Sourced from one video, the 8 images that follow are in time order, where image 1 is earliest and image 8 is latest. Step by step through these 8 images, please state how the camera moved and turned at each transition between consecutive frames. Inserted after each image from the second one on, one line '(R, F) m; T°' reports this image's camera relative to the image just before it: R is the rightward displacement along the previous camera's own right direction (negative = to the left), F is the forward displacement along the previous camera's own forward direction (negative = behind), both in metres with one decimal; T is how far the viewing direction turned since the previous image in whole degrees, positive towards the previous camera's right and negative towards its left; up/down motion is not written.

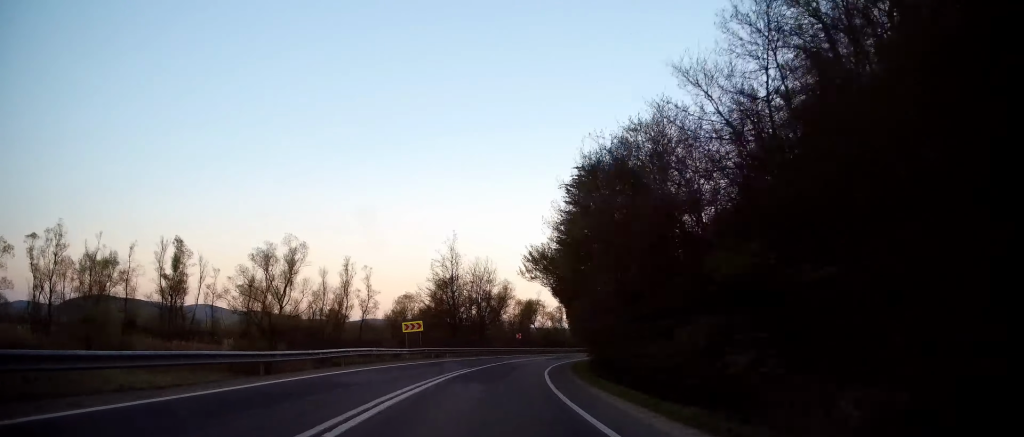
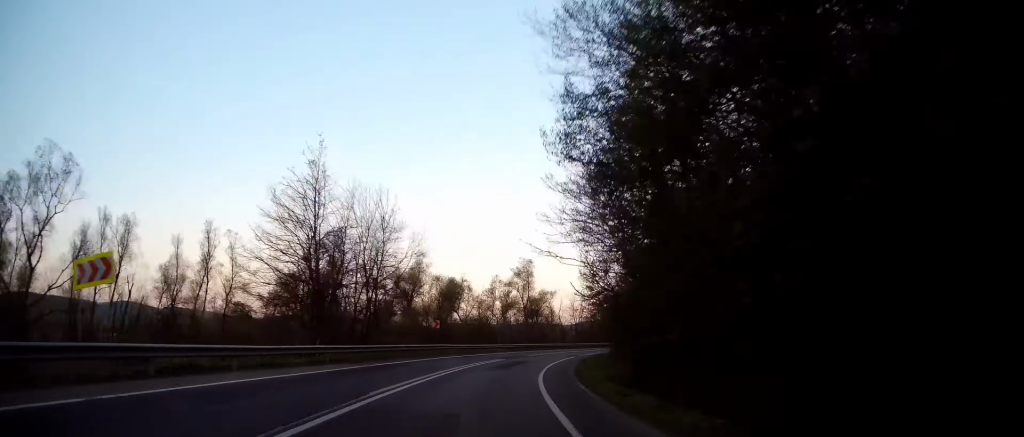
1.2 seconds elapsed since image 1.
(+1.7, +29.4) m; +7°
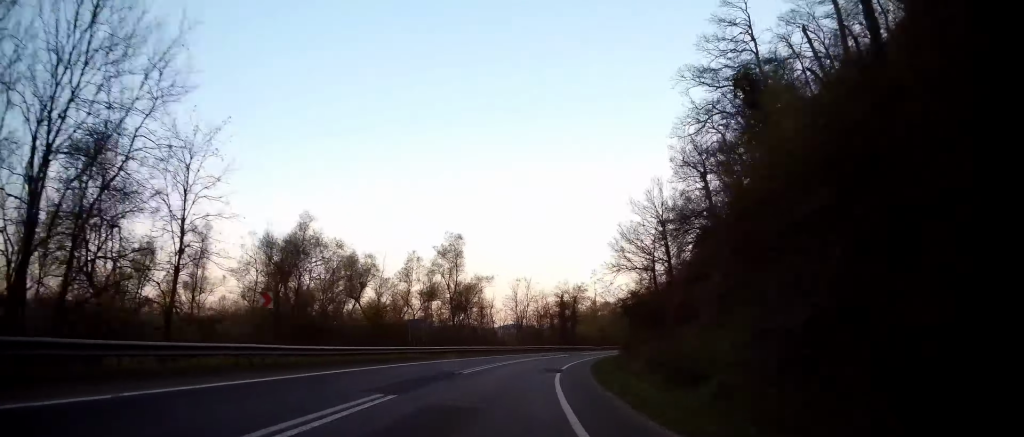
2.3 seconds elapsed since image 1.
(+1.5, +24.8) m; +6°
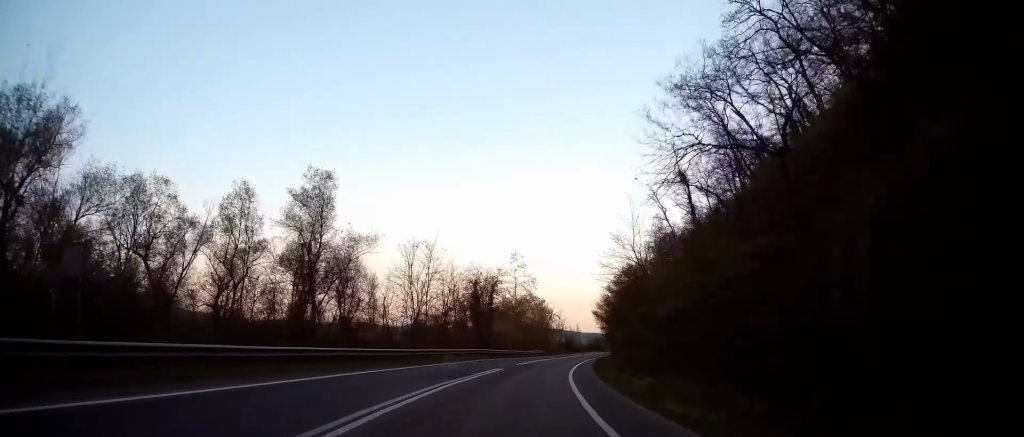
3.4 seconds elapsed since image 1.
(+1.7, +27.2) m; +10°
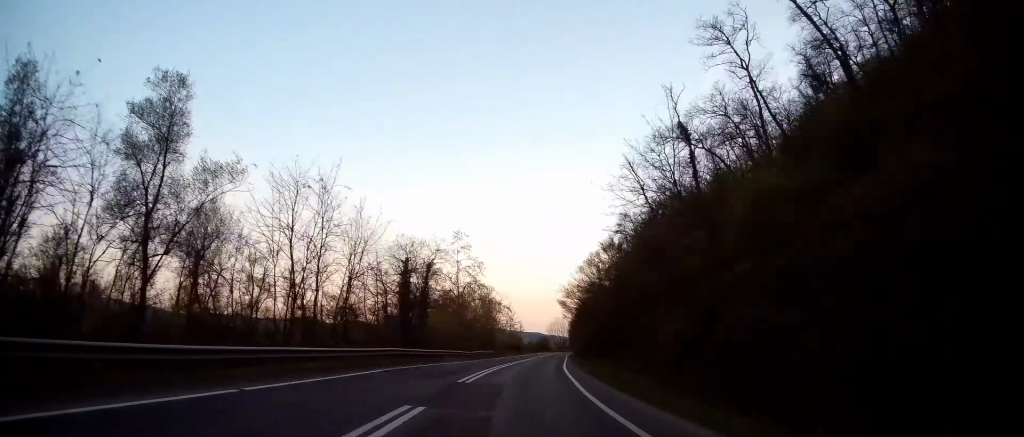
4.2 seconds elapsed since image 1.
(+1.1, +18.5) m; +8°
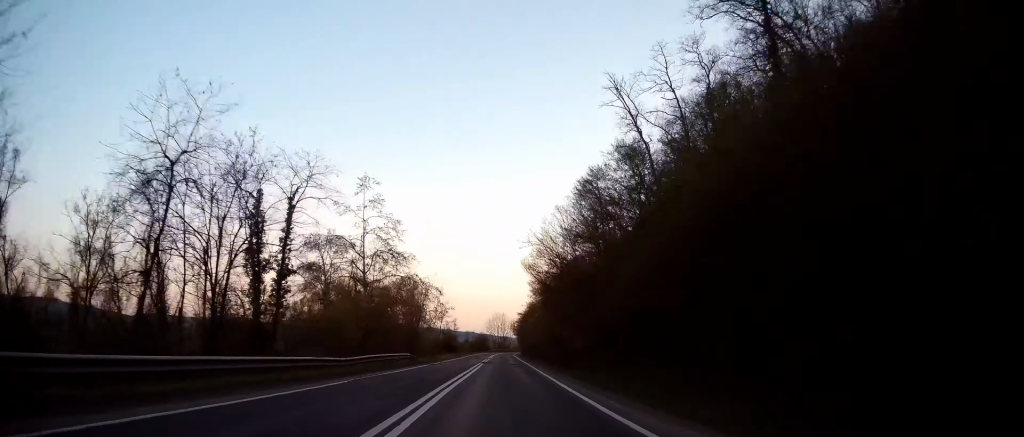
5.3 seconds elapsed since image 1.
(+2.6, +26.8) m; +8°
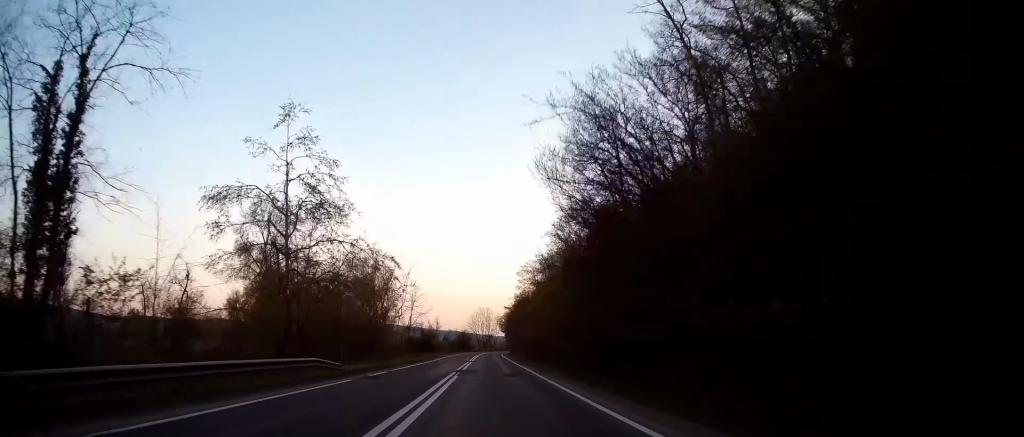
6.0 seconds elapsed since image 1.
(+0.4, +18.3) m; +3°
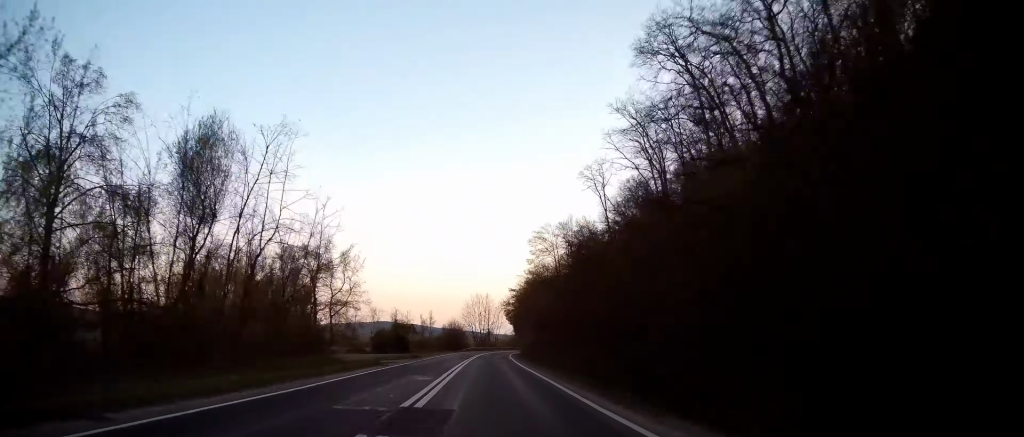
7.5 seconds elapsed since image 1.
(+1.4, +38.5) m; +2°
